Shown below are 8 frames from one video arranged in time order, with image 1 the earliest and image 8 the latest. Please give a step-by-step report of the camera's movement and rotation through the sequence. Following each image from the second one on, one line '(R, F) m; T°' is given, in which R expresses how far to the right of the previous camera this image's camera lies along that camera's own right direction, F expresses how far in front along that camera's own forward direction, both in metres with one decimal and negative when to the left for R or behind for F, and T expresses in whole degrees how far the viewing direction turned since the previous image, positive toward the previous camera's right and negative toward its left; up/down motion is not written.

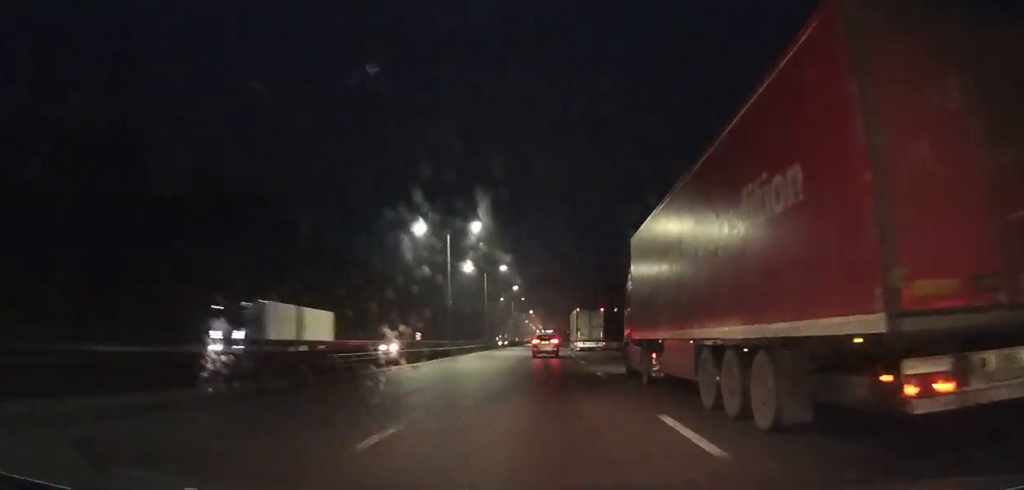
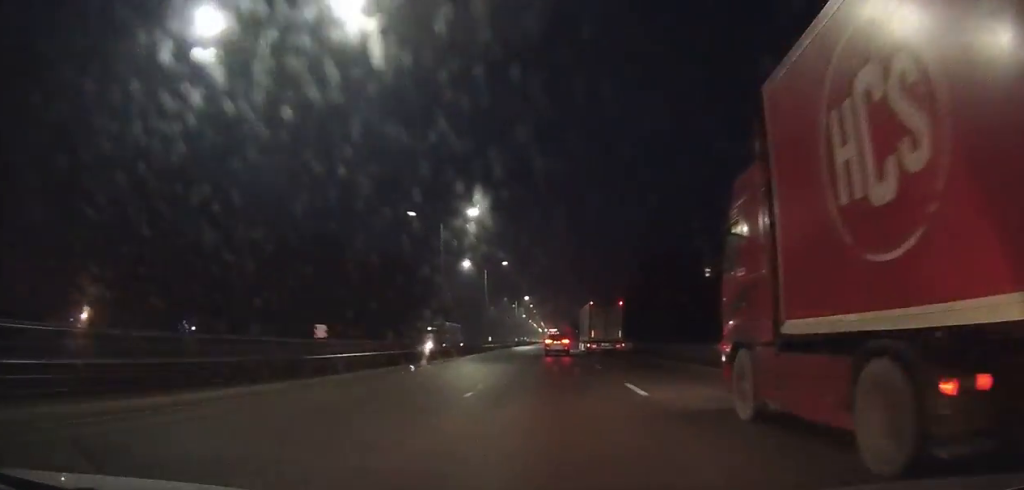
(-0.1, +65.6) m; 0°
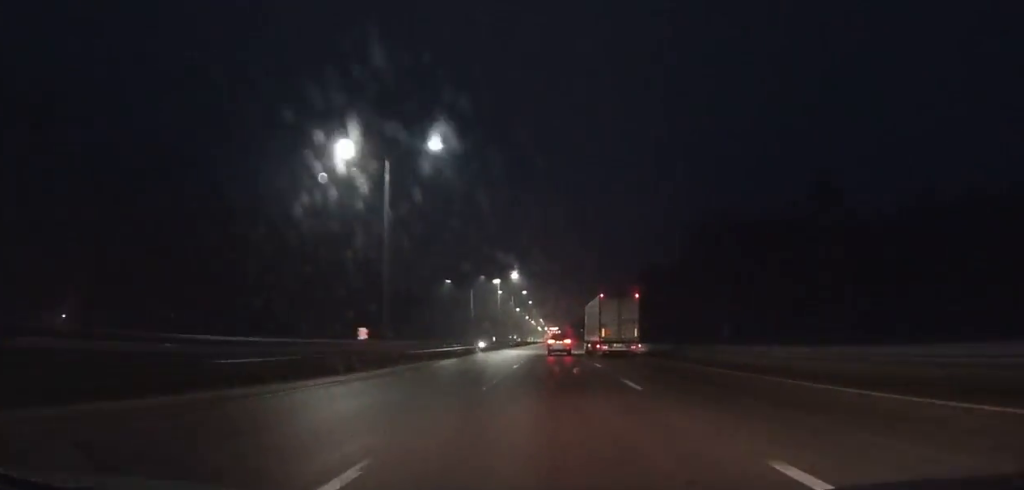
(-0.2, +46.1) m; 0°
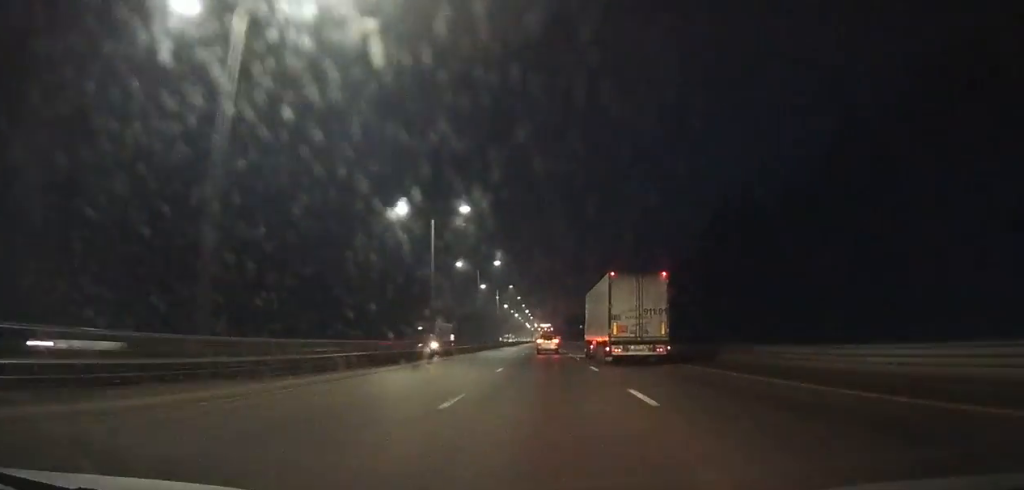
(+0.3, +75.2) m; 0°
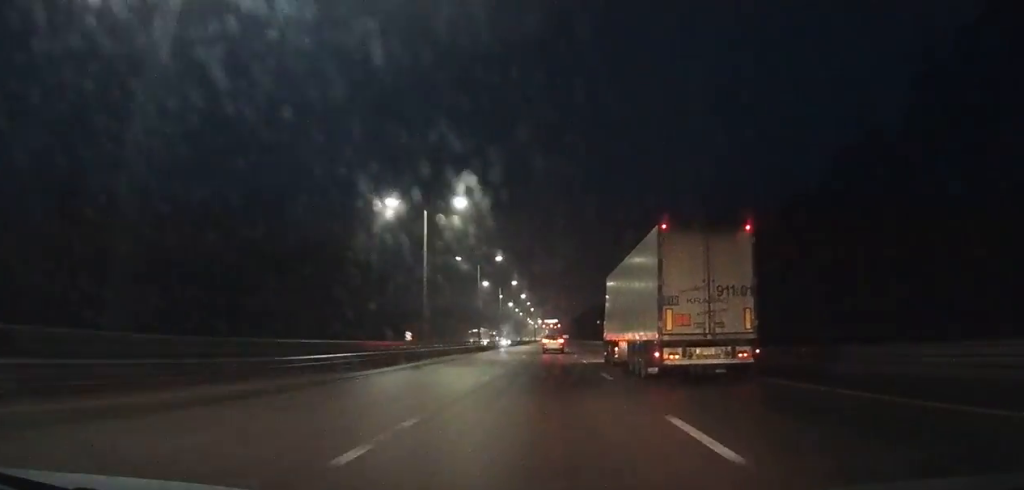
(-0.3, +65.4) m; 0°
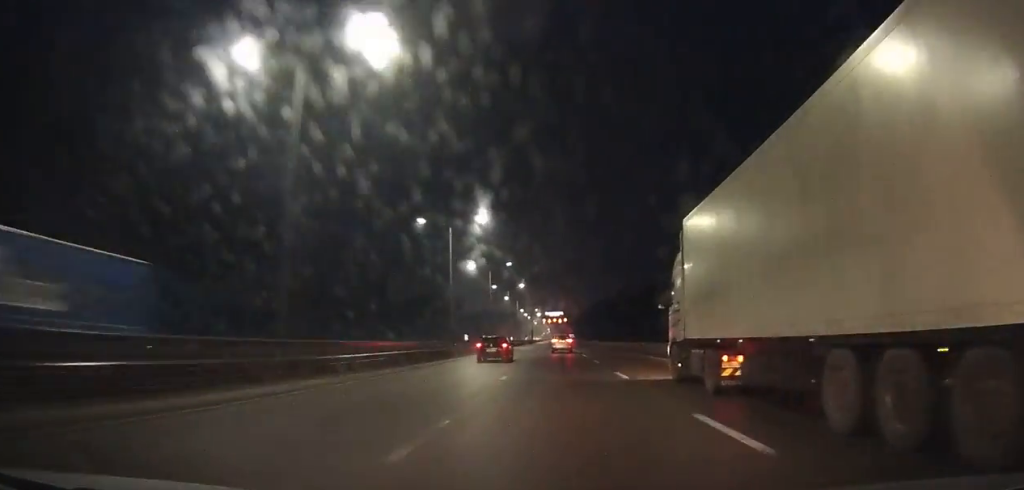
(+0.1, +84.7) m; 0°
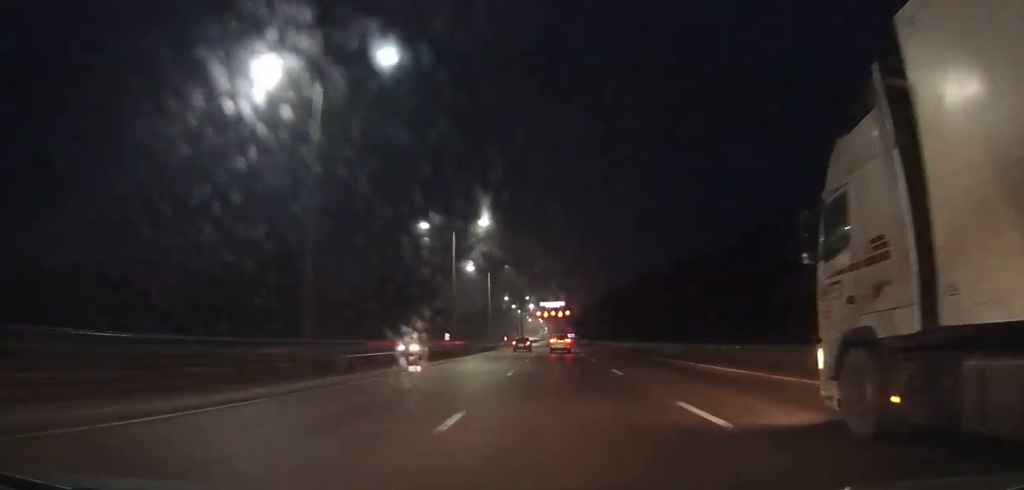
(+0.2, +58.1) m; 0°
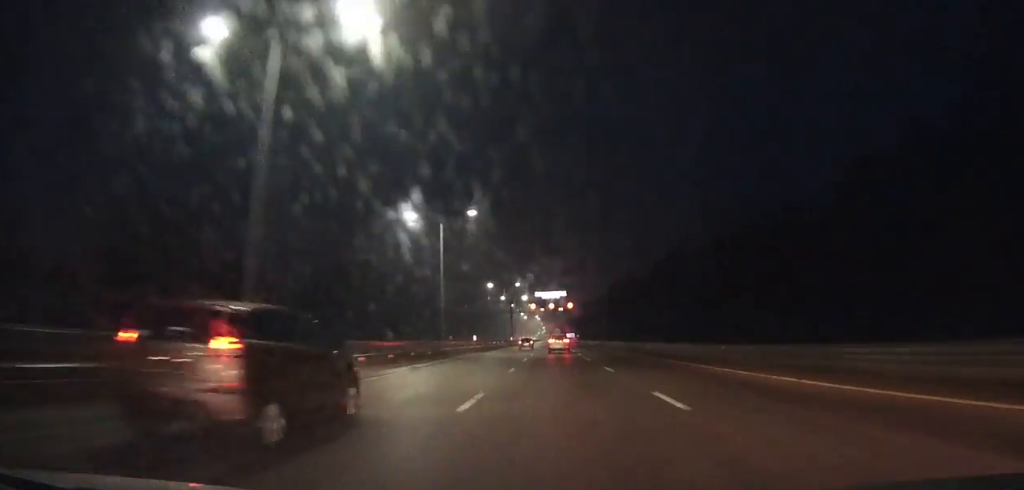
(+0.1, +34.0) m; 0°
